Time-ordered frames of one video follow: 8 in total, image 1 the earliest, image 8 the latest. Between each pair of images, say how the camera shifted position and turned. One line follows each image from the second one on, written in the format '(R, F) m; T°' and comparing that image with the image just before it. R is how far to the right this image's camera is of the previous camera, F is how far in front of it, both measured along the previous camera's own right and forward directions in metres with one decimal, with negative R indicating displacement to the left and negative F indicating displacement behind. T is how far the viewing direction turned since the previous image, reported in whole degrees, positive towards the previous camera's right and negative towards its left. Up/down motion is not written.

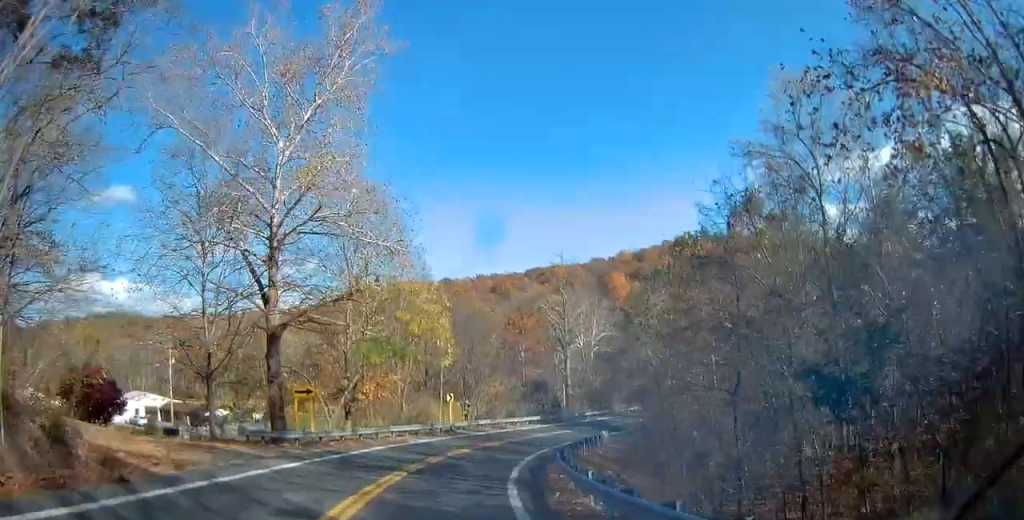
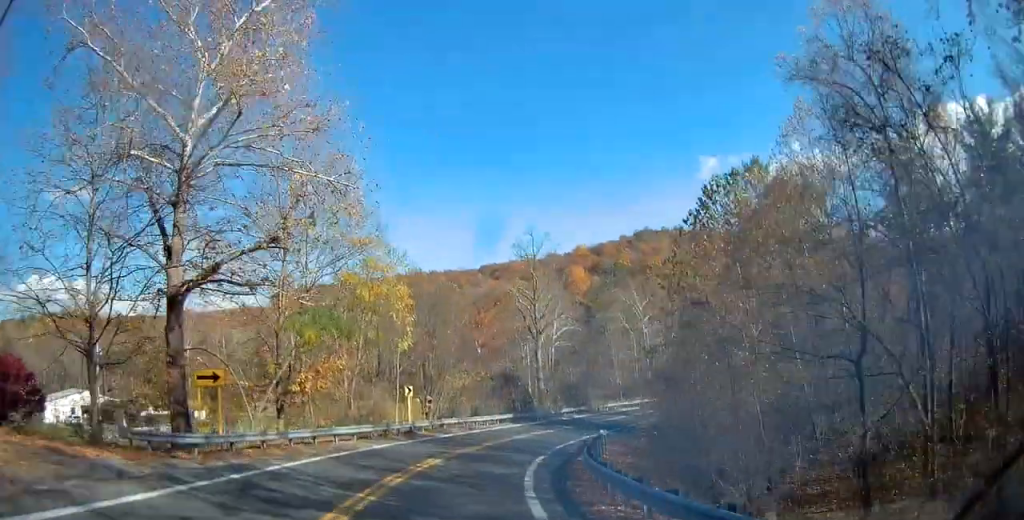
(+0.2, +8.7) m; +6°
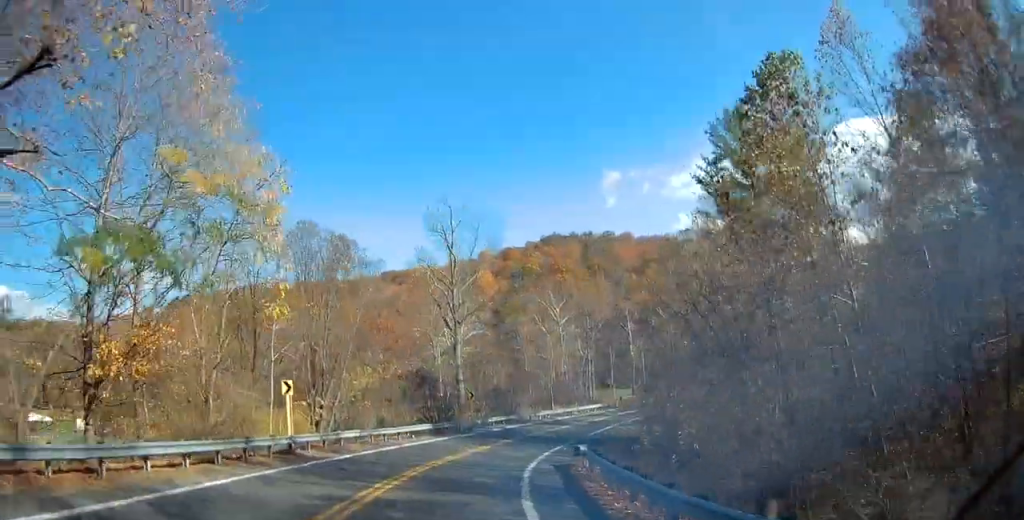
(+1.2, +12.2) m; +11°
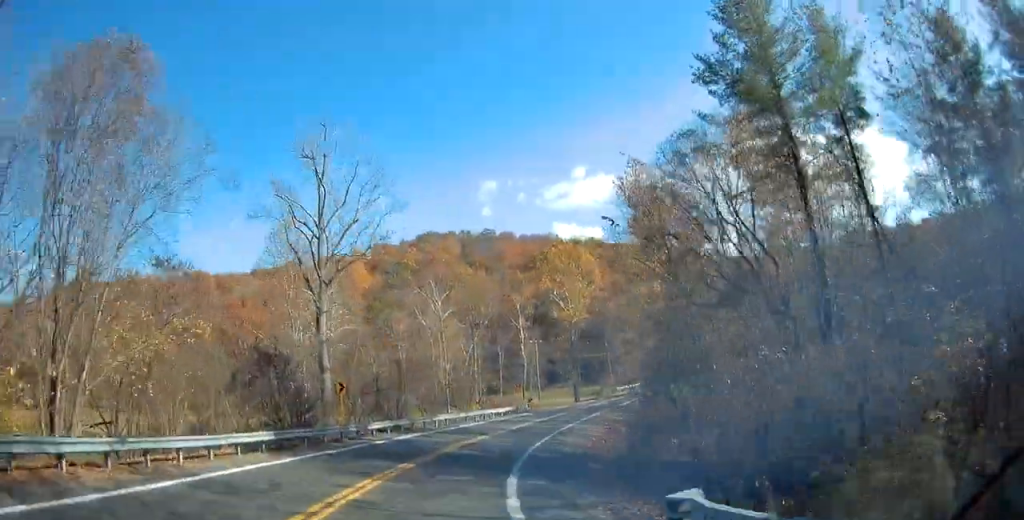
(+1.9, +16.4) m; +12°
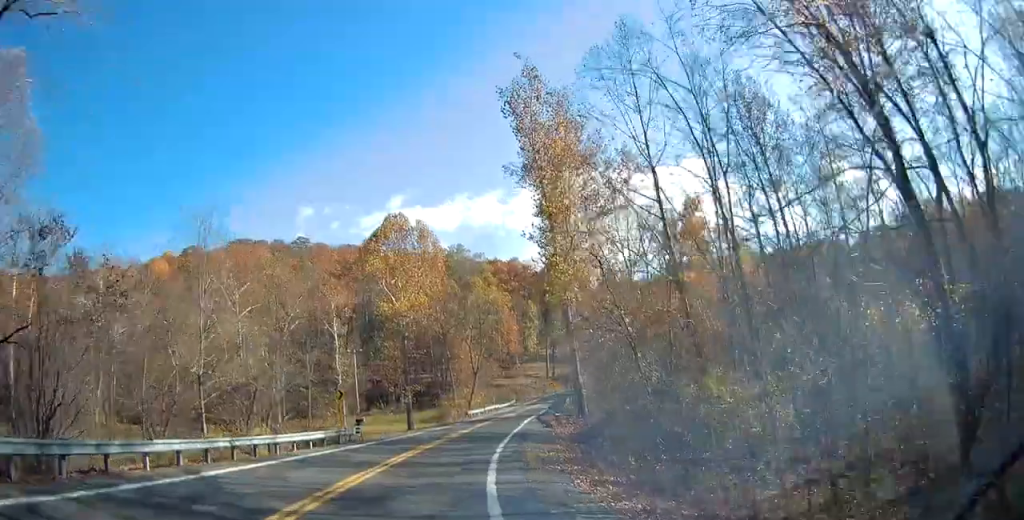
(+3.8, +24.7) m; +18°
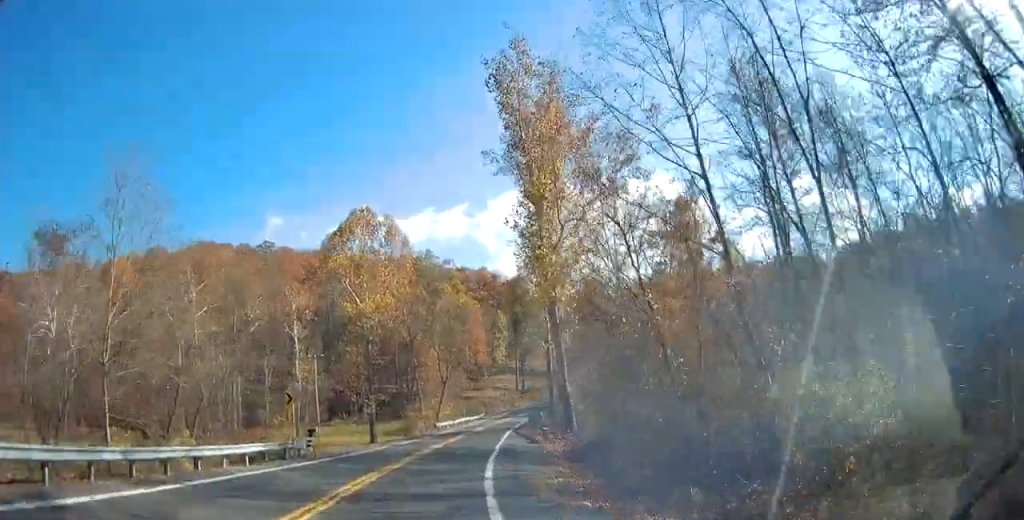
(+0.1, +5.7) m; +4°
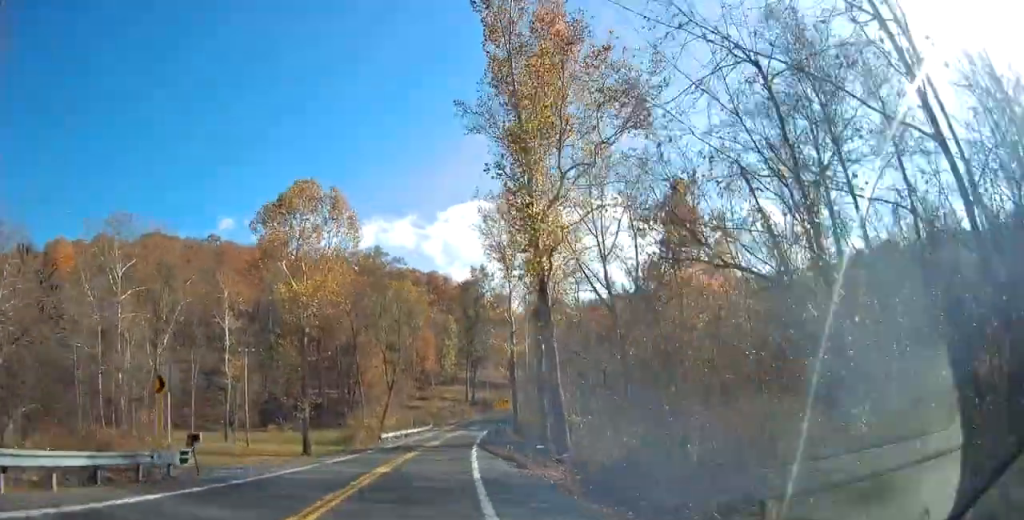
(+0.8, +10.3) m; +5°
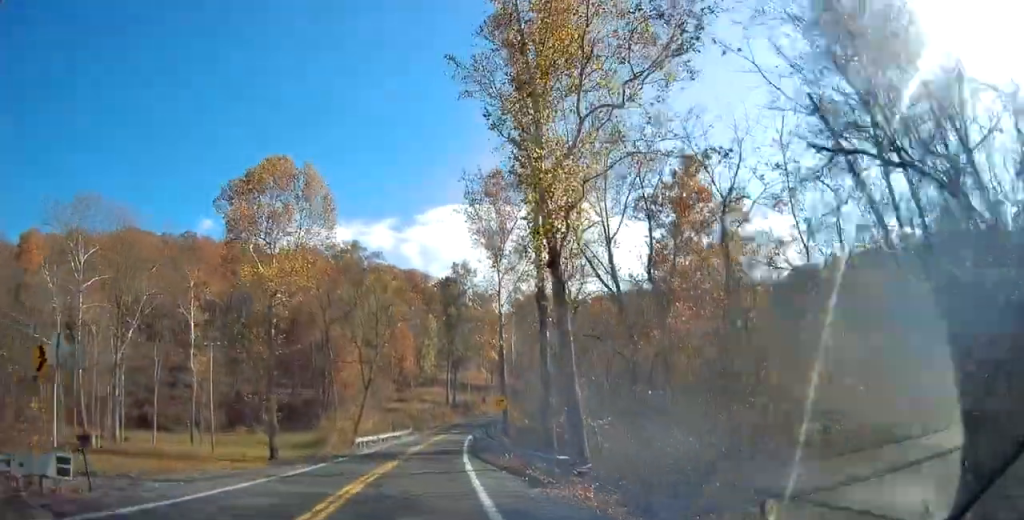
(+0.1, +5.8) m; +2°
